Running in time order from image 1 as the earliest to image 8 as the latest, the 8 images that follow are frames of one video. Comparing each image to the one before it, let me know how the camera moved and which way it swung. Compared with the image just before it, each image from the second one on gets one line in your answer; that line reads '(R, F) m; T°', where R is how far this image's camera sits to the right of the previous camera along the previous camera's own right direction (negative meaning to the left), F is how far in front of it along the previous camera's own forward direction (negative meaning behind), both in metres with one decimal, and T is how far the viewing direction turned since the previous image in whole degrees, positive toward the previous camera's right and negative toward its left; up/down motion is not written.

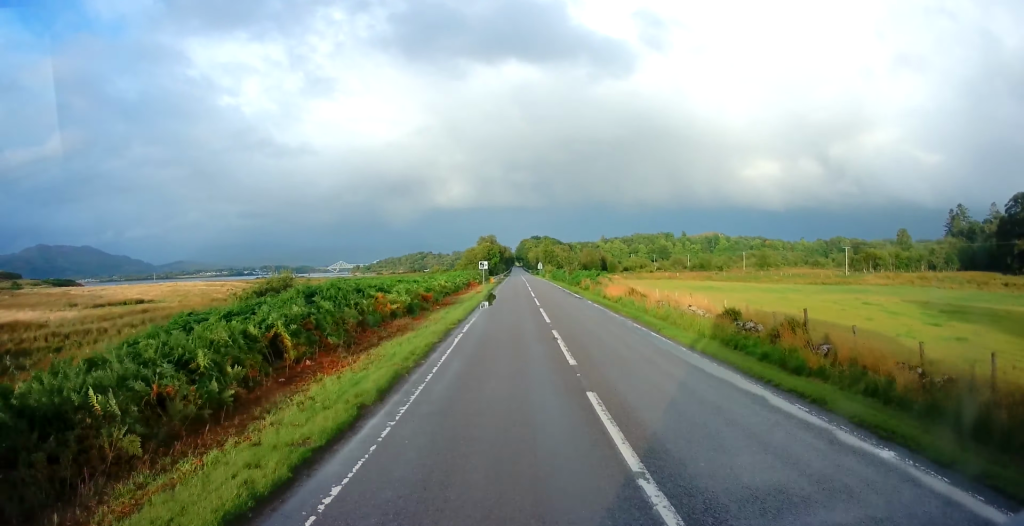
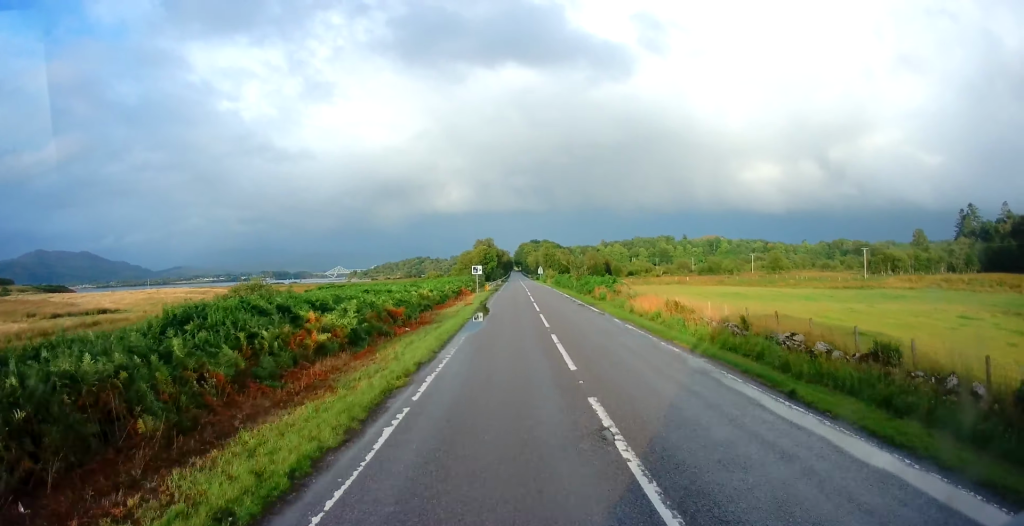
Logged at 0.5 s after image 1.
(+0.1, +9.0) m; 0°
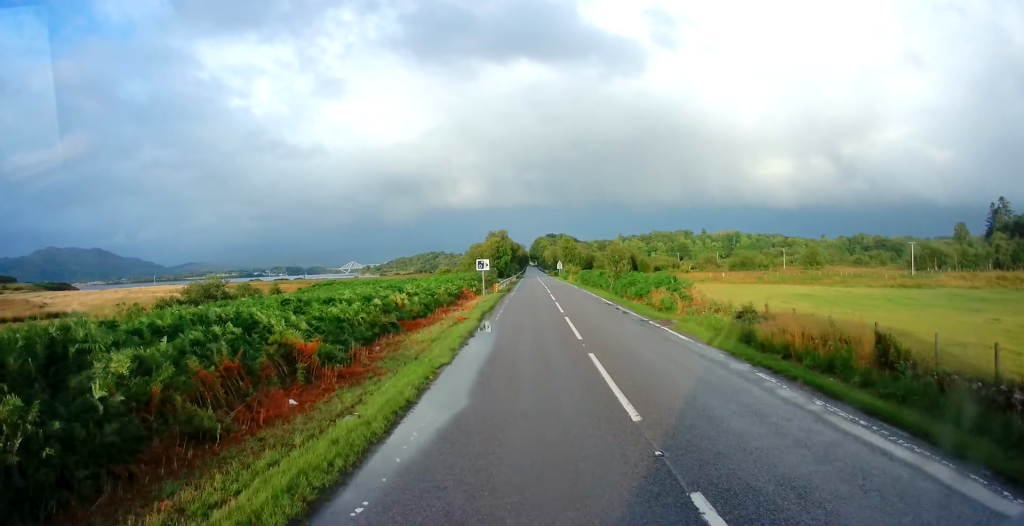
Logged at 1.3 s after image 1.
(+0.3, +13.5) m; +1°
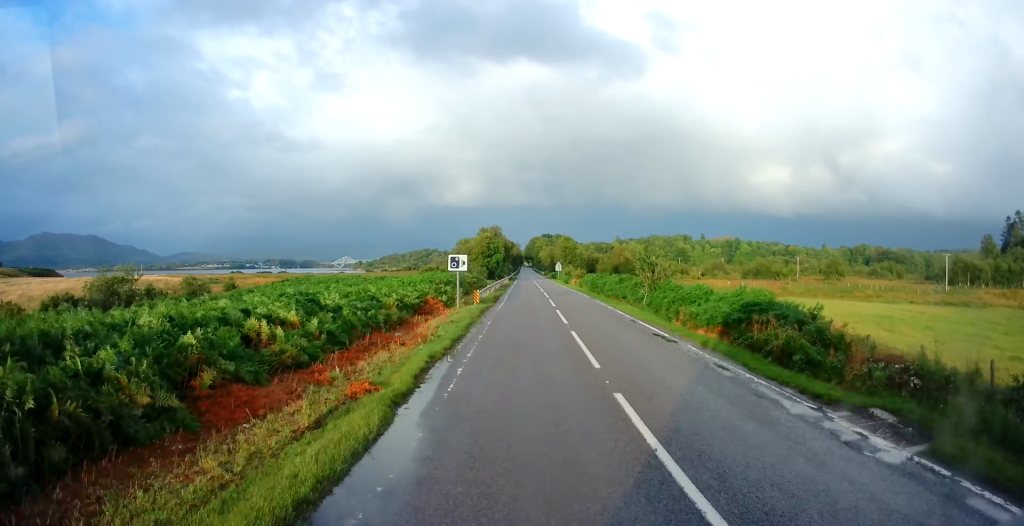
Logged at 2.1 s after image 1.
(+0.1, +13.6) m; -1°
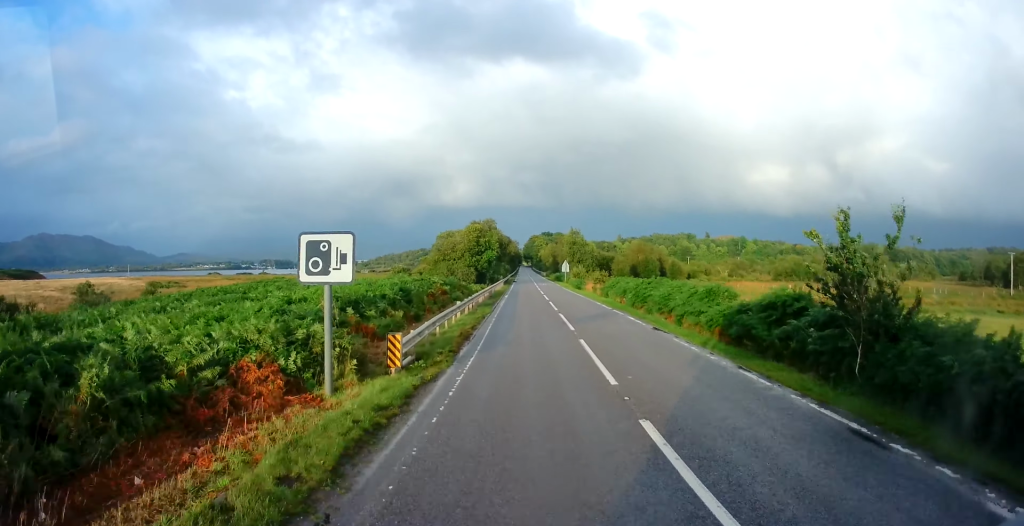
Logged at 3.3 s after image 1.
(-0.4, +19.6) m; 0°
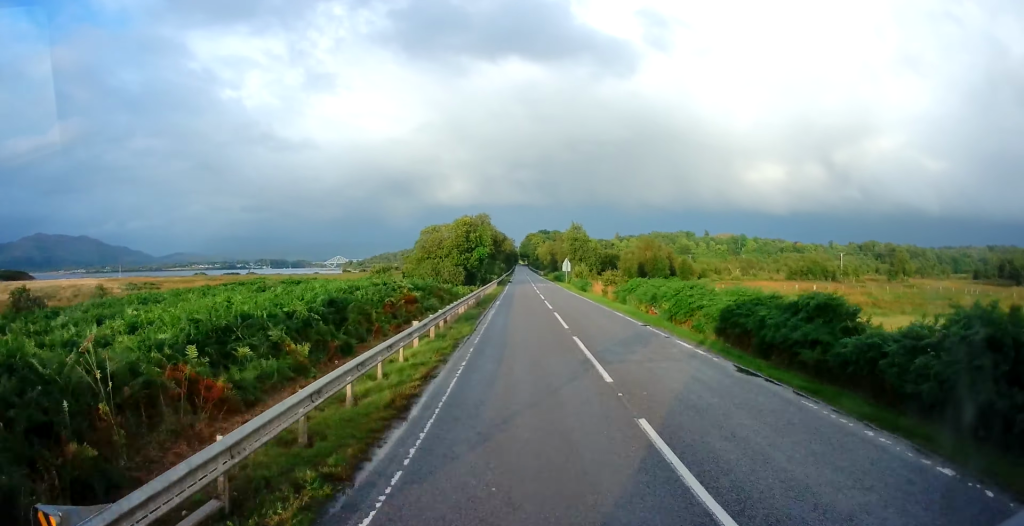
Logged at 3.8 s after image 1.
(+0.2, +8.7) m; +1°
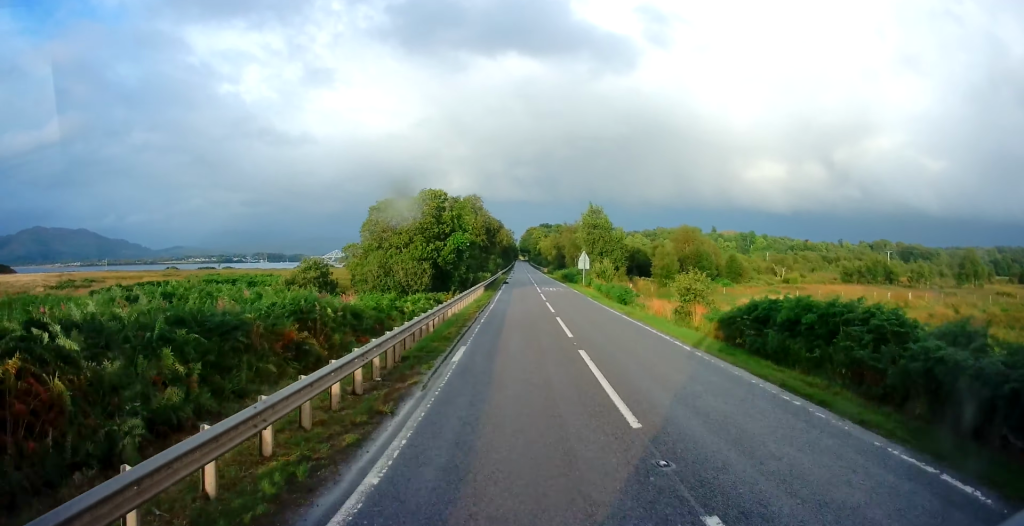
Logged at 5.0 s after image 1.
(+0.3, +21.1) m; +1°
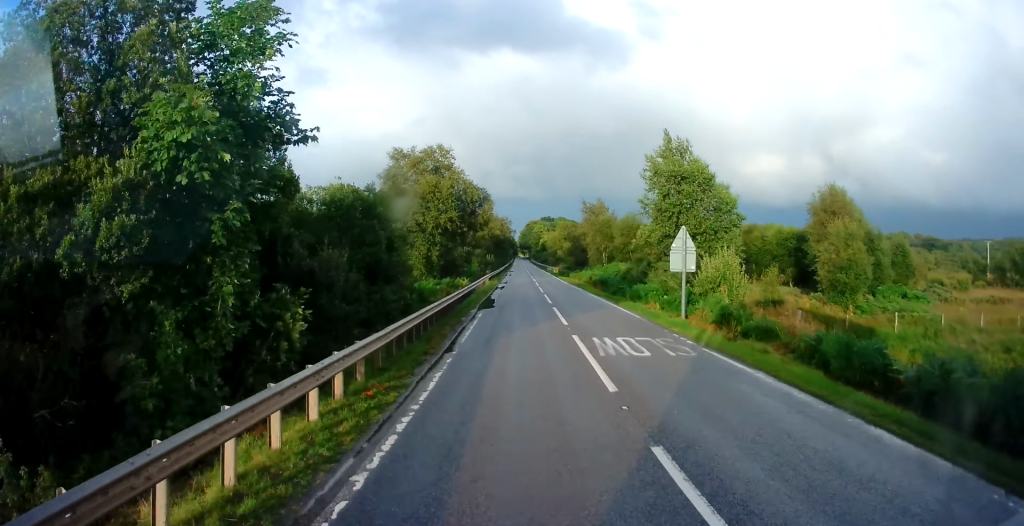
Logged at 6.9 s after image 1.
(-0.8, +33.7) m; -2°
